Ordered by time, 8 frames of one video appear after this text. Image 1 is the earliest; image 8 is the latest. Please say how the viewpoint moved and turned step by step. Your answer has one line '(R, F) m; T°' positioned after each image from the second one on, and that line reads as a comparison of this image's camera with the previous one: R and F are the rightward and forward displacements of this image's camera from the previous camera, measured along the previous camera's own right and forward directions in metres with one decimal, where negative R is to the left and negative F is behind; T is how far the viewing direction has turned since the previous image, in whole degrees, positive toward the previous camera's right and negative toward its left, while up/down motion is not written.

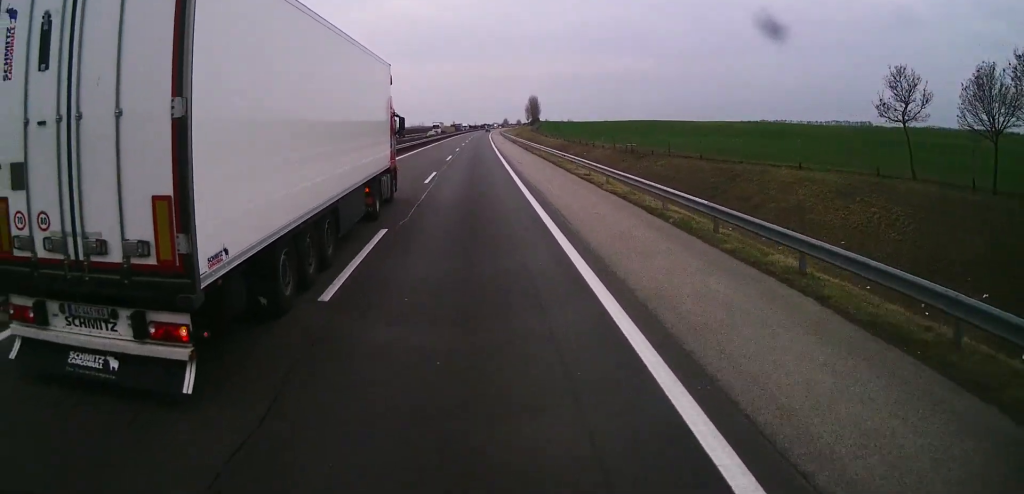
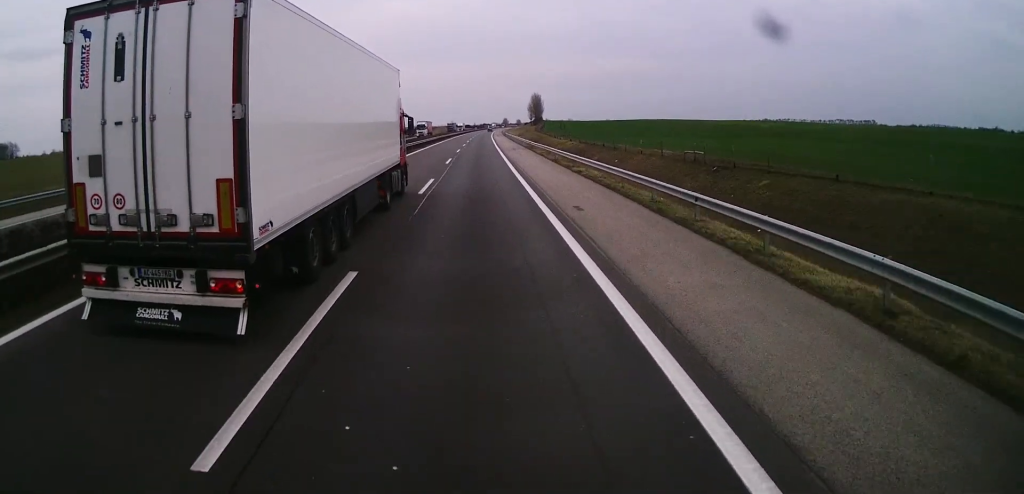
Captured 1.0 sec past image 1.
(0.0, +22.2) m; +1°
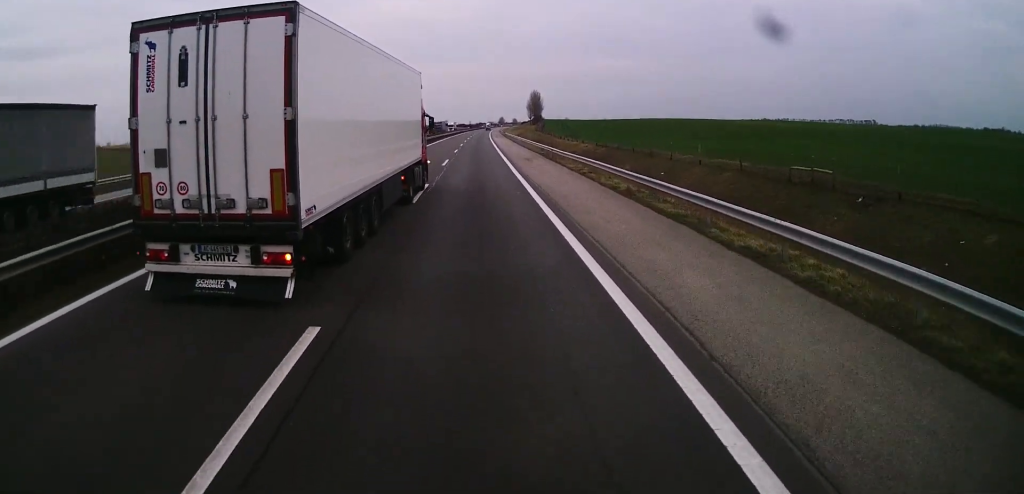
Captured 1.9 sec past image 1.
(+0.2, +20.8) m; +1°
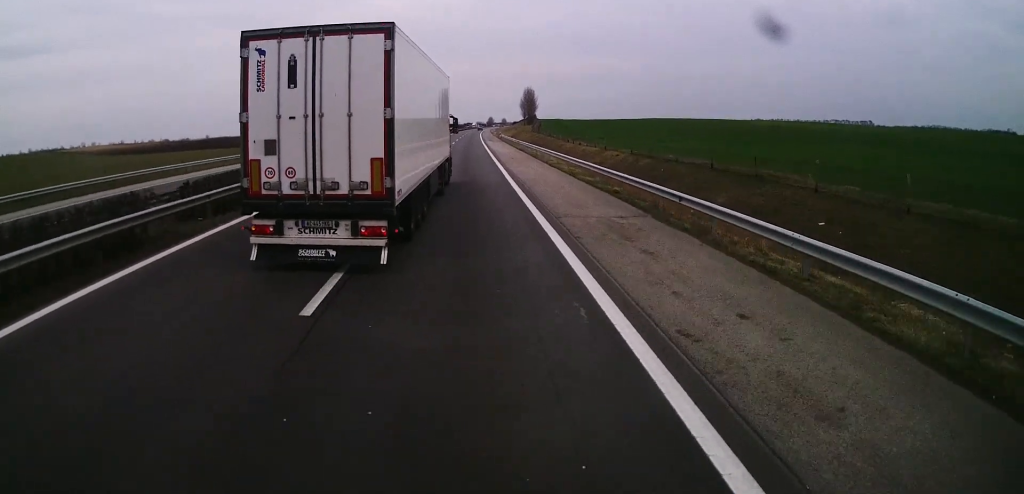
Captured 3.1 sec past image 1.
(+0.1, +29.2) m; 0°
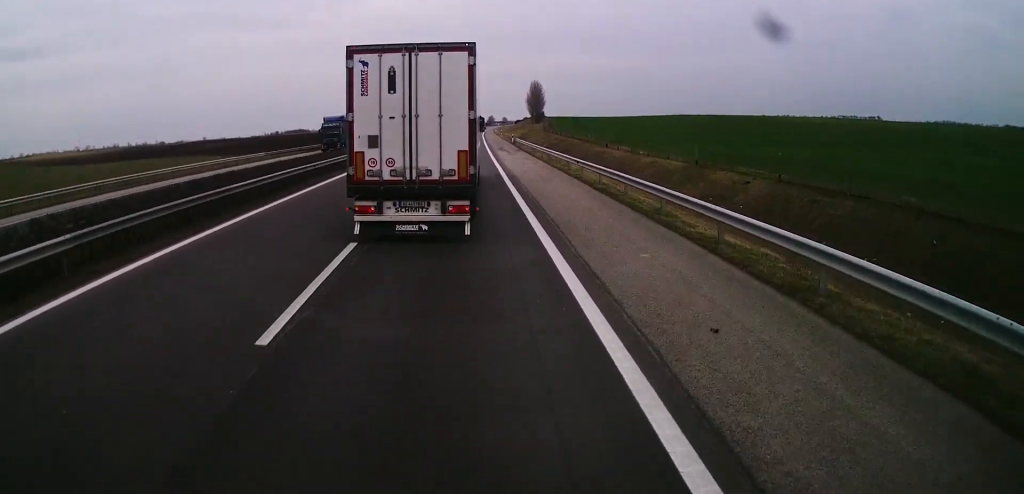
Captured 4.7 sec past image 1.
(0.0, +36.8) m; 0°
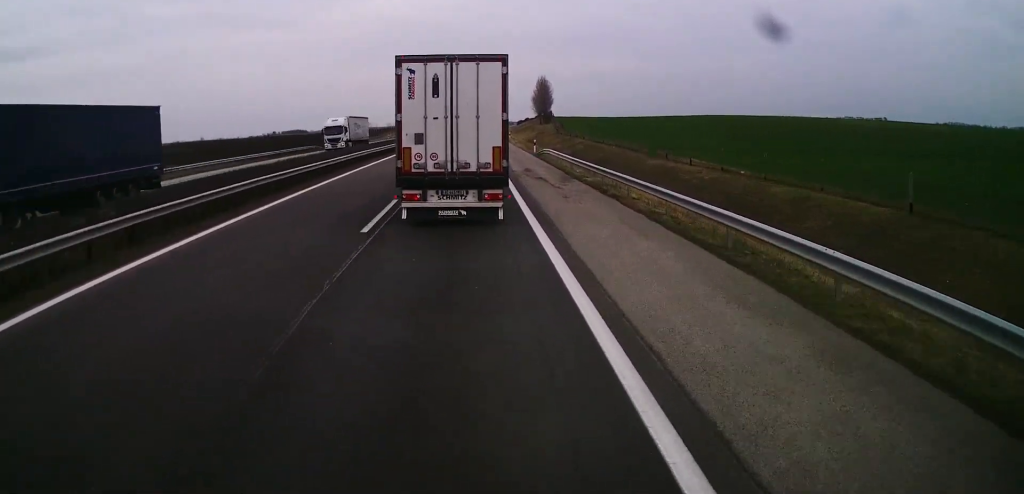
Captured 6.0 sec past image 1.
(+0.2, +28.3) m; 0°
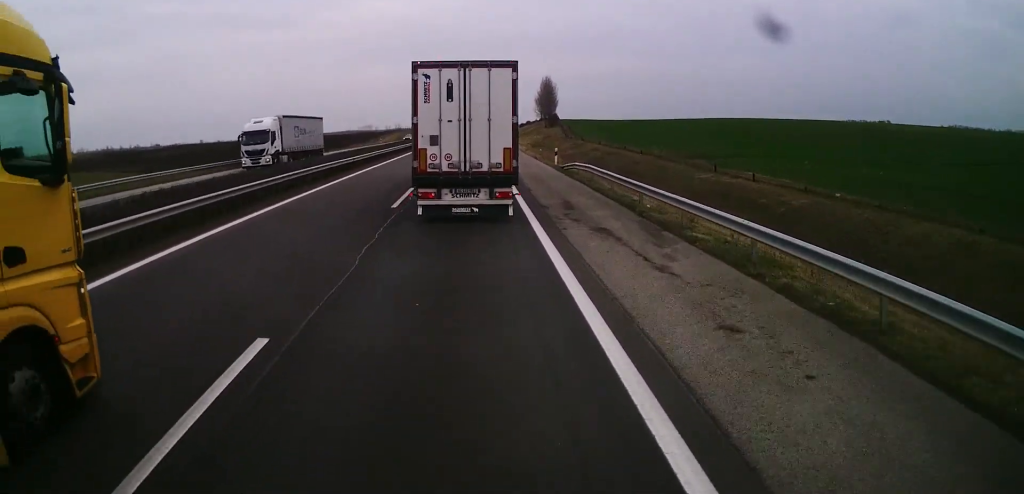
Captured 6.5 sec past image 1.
(0.0, +13.1) m; 0°
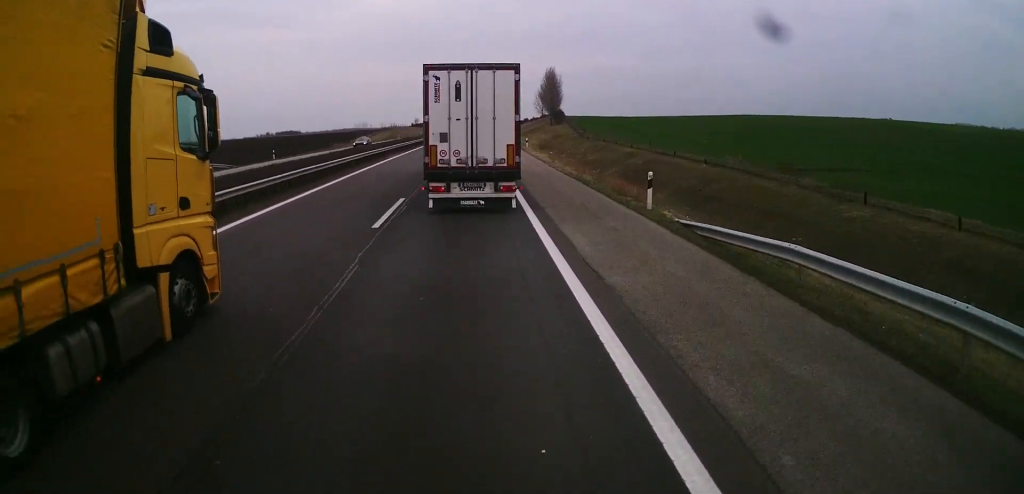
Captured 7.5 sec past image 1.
(0.0, +21.6) m; 0°
